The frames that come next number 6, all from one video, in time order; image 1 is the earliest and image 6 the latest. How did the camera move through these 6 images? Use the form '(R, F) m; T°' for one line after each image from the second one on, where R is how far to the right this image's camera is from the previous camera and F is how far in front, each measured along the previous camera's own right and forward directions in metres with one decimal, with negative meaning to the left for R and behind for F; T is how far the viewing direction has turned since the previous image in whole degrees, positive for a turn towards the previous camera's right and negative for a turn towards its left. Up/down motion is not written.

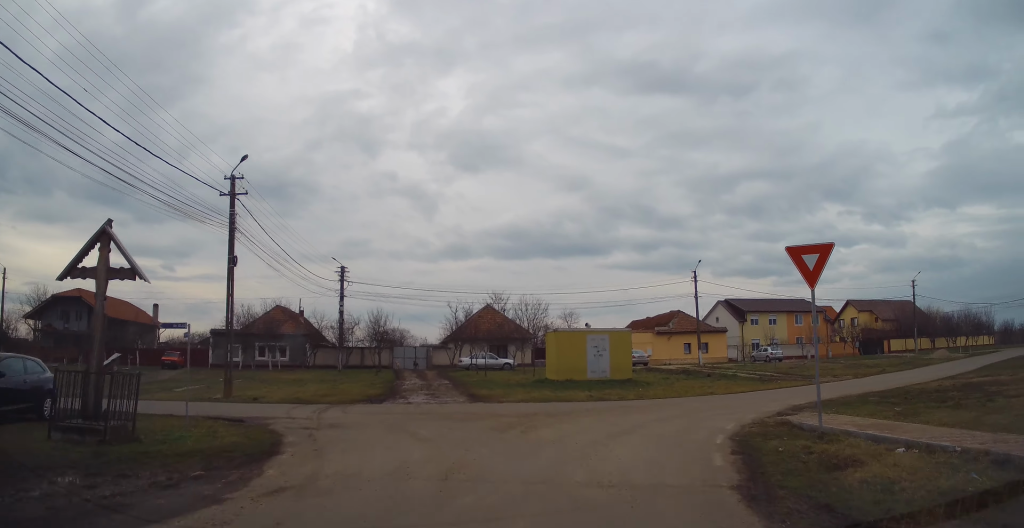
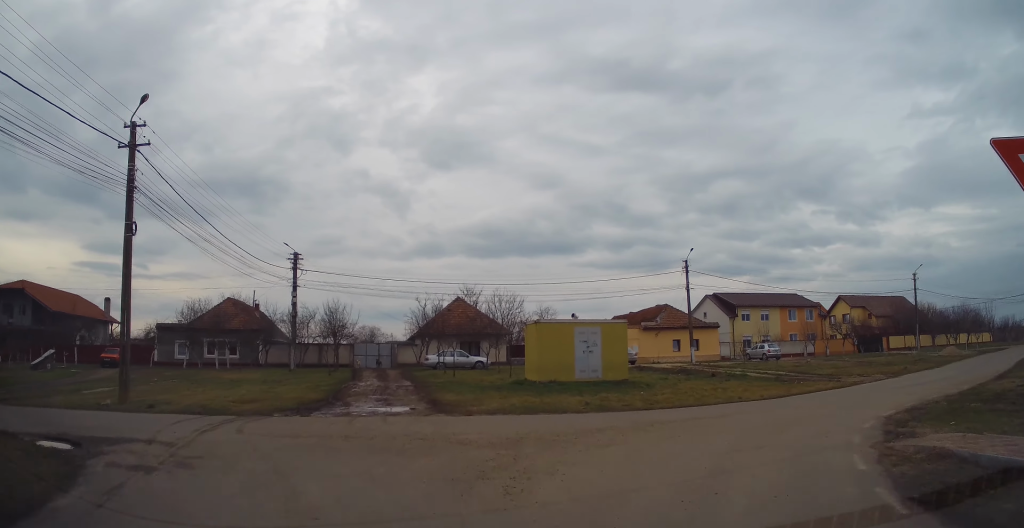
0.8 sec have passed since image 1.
(0.0, +5.7) m; +3°
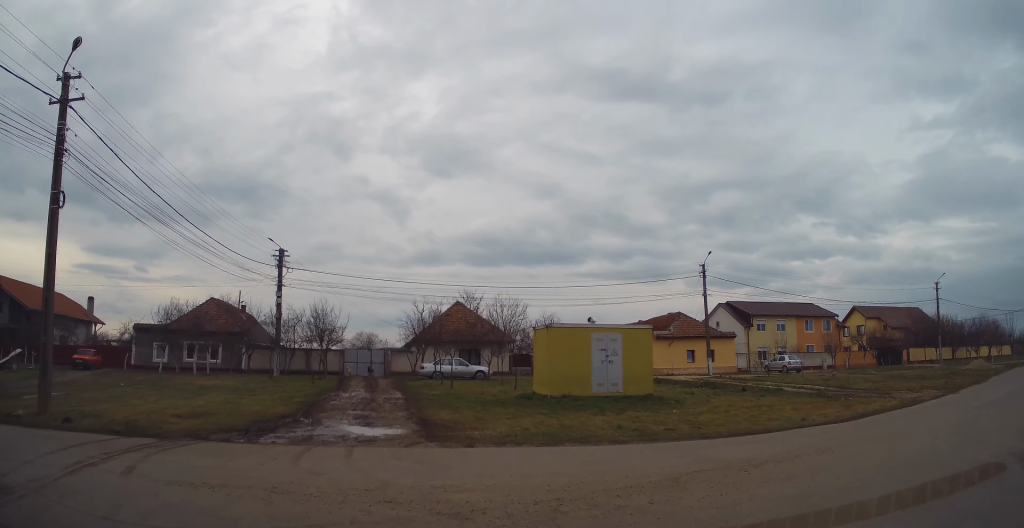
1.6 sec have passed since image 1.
(+0.3, +4.5) m; -2°
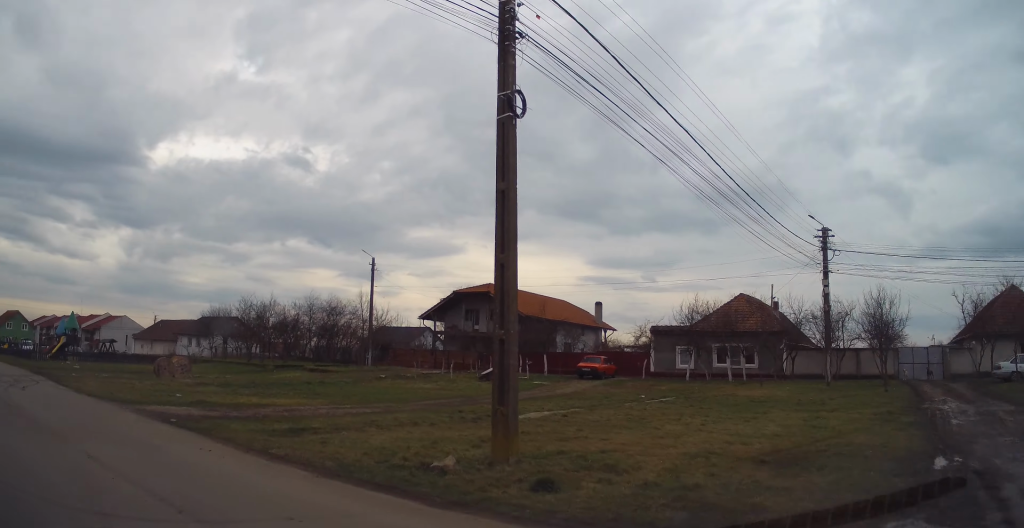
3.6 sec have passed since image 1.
(-2.4, +8.4) m; -47°
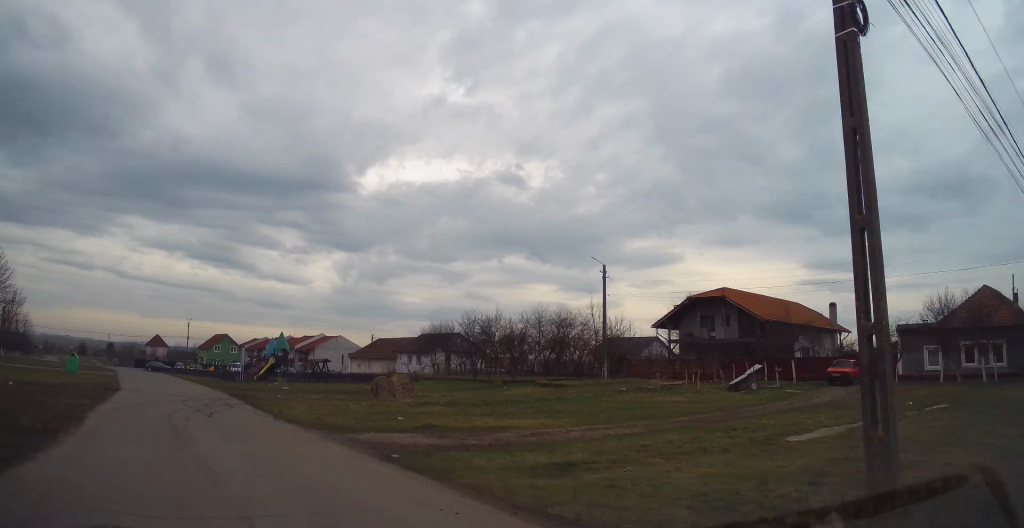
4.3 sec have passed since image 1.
(-0.4, +2.6) m; -18°
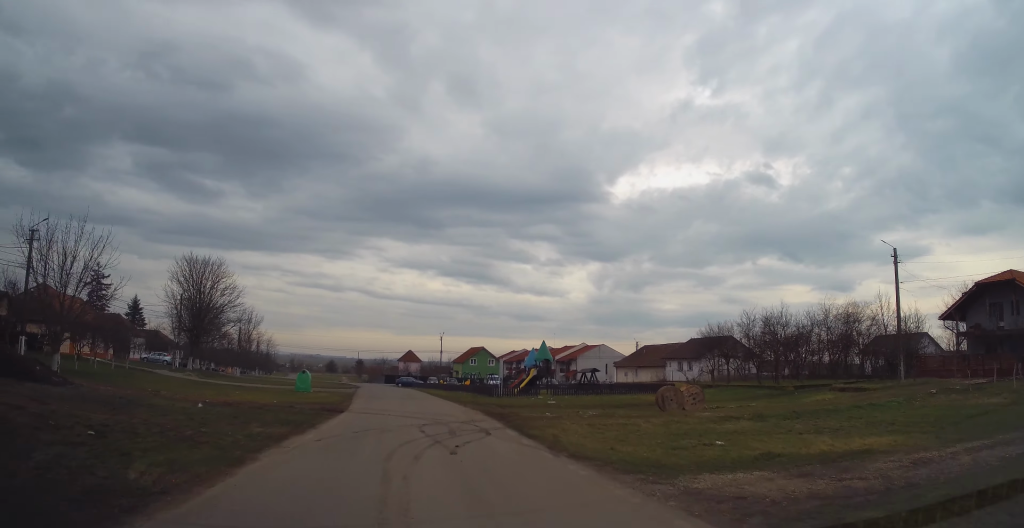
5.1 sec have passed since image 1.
(-0.8, +4.0) m; -19°
